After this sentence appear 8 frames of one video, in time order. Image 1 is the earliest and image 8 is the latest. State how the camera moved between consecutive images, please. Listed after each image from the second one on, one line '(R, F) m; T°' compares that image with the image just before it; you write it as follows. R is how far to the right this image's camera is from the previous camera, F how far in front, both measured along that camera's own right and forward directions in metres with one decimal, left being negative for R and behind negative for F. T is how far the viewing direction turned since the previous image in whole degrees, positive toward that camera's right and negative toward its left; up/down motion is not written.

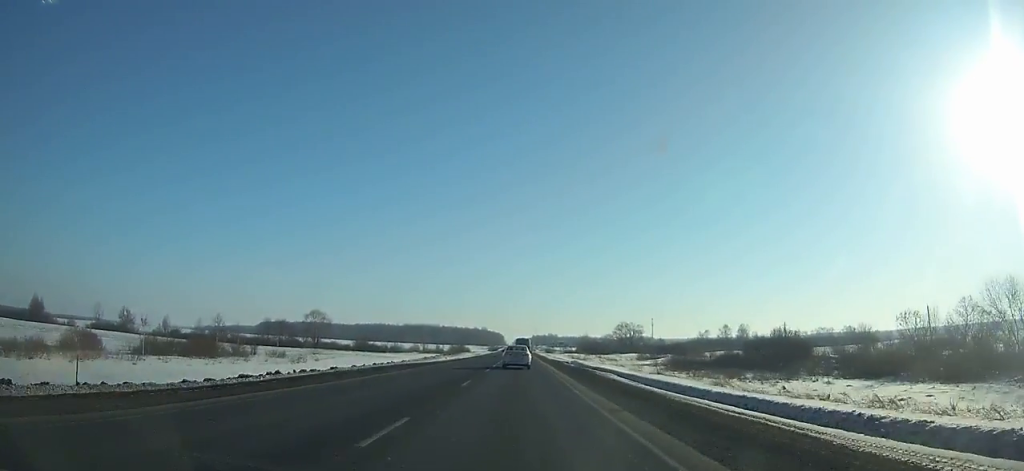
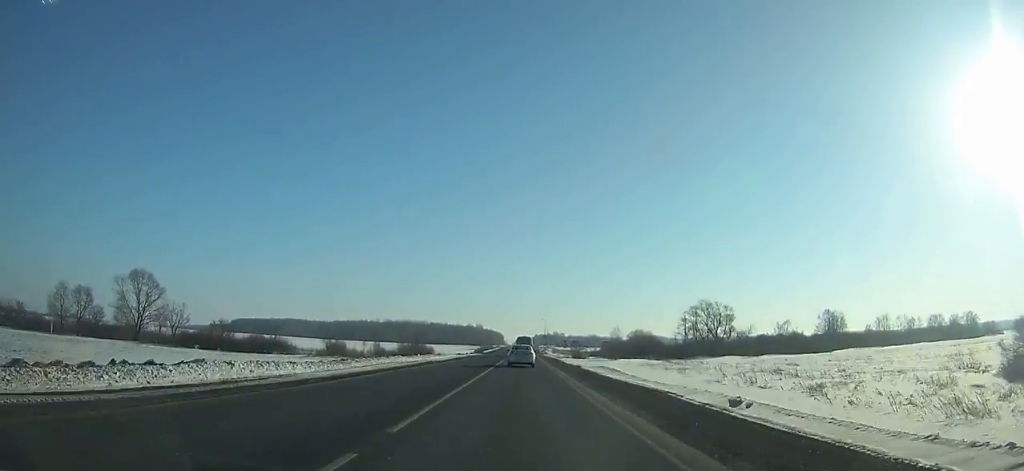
(+0.1, +106.4) m; 0°
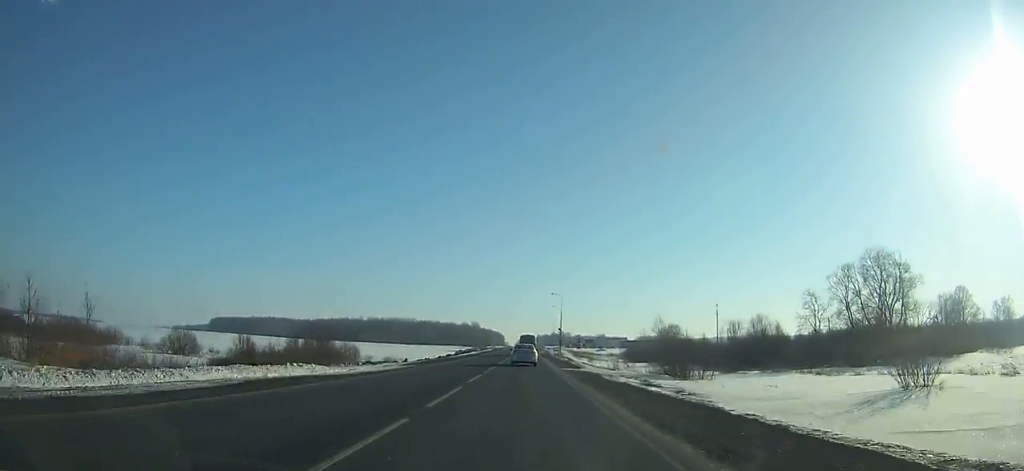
(0.0, +71.1) m; 0°
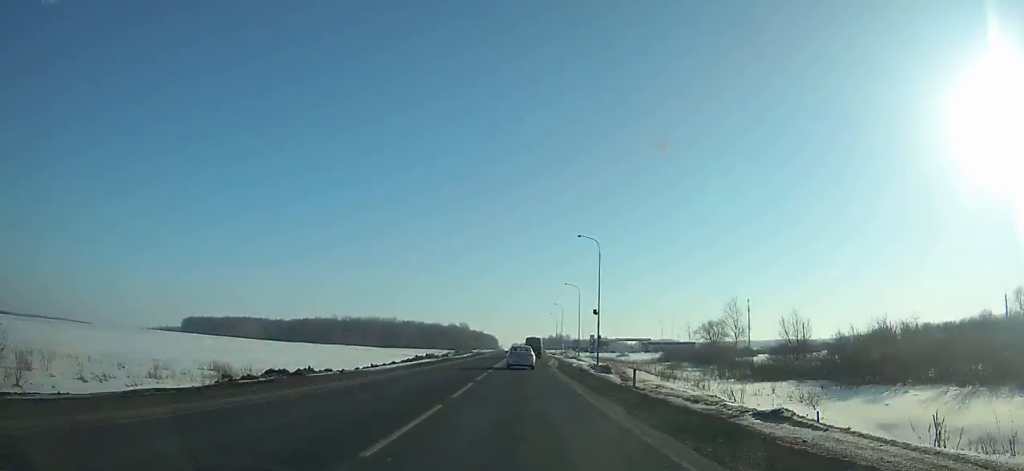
(0.0, +61.4) m; 0°
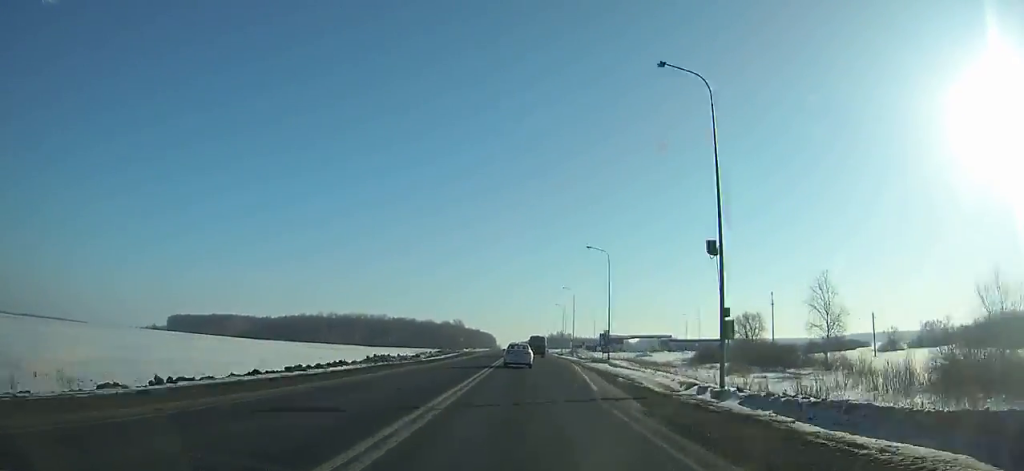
(0.0, +32.7) m; 0°
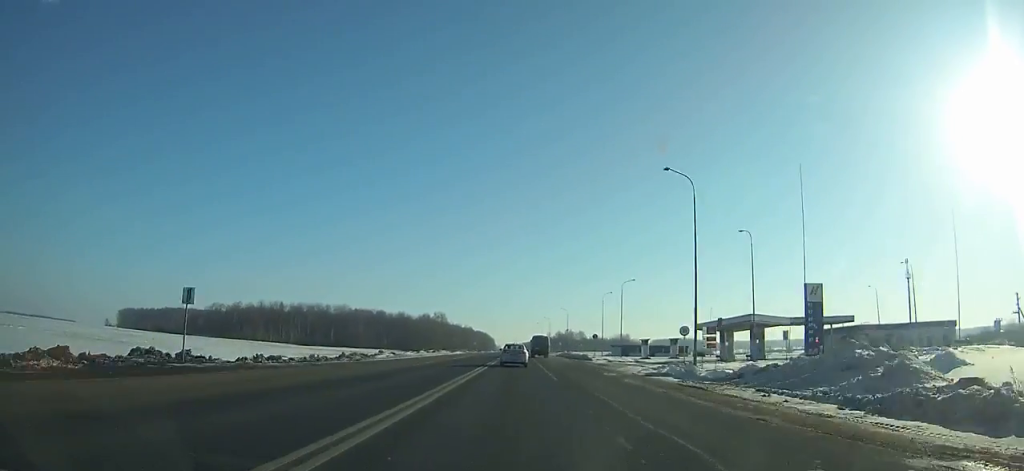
(-0.1, +107.4) m; 0°
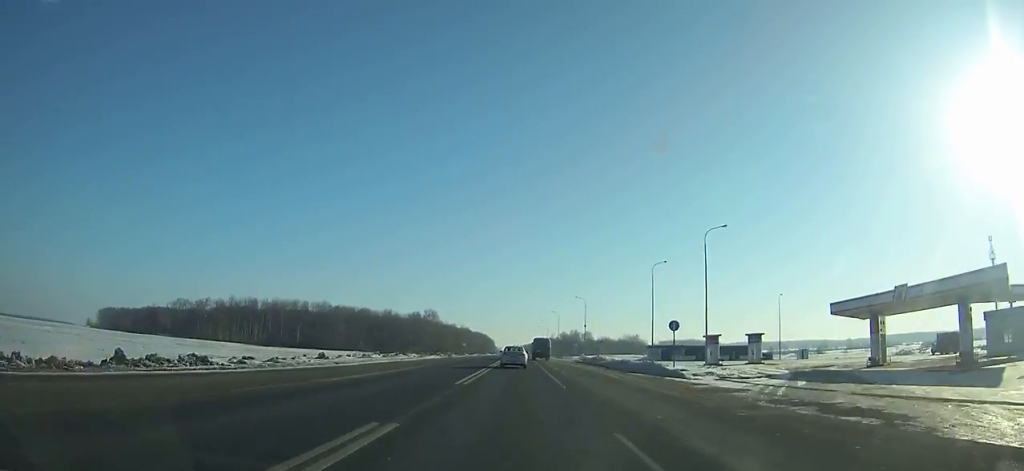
(0.0, +38.5) m; 0°
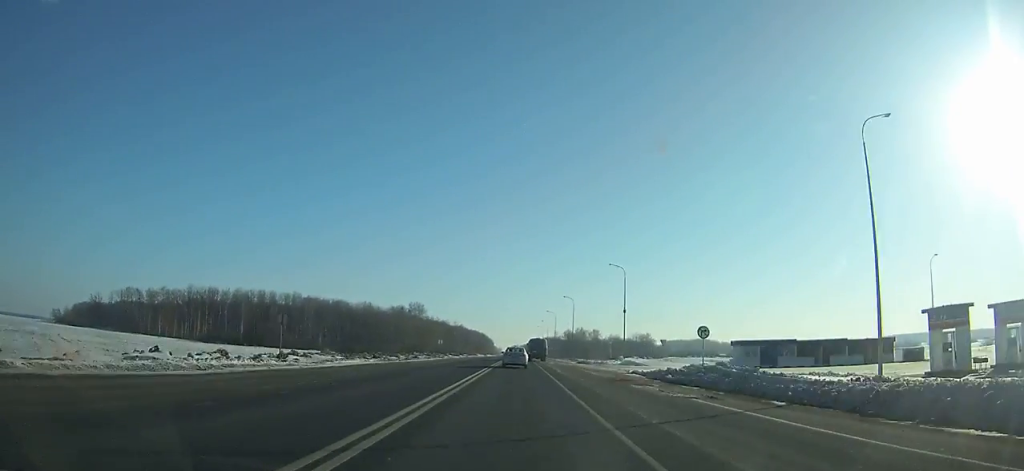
(0.0, +42.8) m; 0°
